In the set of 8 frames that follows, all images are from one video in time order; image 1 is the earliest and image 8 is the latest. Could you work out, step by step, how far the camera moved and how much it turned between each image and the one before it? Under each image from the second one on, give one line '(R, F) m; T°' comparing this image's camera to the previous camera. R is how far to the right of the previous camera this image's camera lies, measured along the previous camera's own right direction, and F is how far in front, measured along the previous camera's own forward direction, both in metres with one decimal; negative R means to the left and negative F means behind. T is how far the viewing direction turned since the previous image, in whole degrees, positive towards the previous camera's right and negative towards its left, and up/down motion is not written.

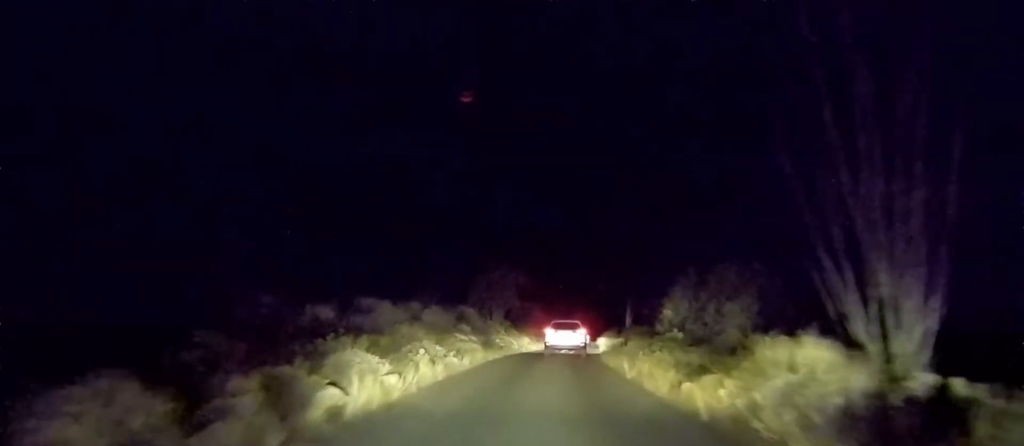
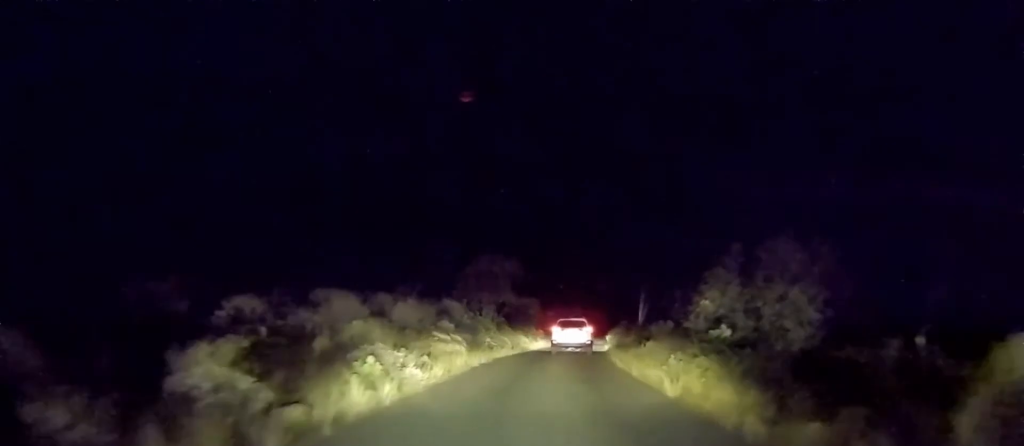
(0.0, +4.2) m; 0°
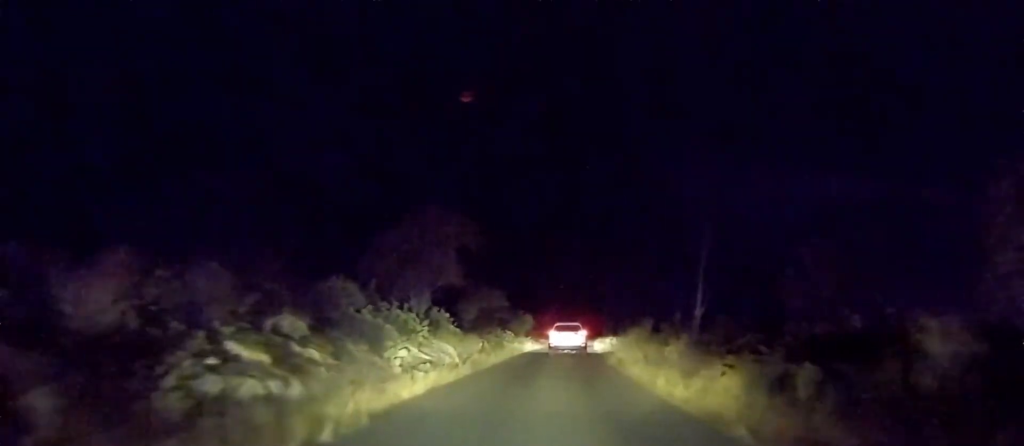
(0.0, +12.5) m; 0°
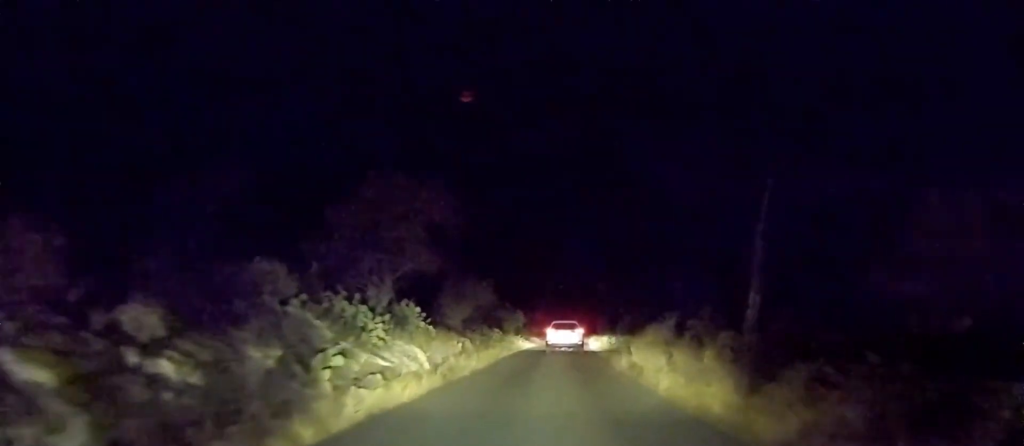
(-0.1, +3.7) m; -1°
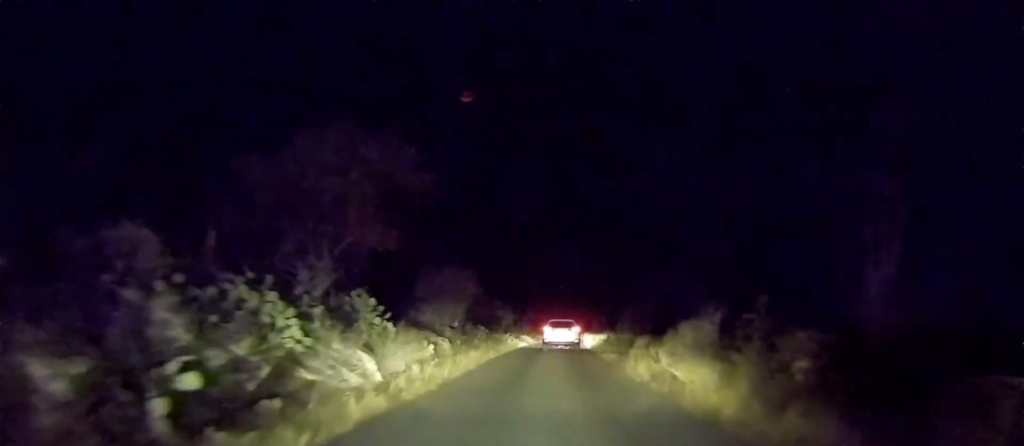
(0.0, +3.7) m; +3°
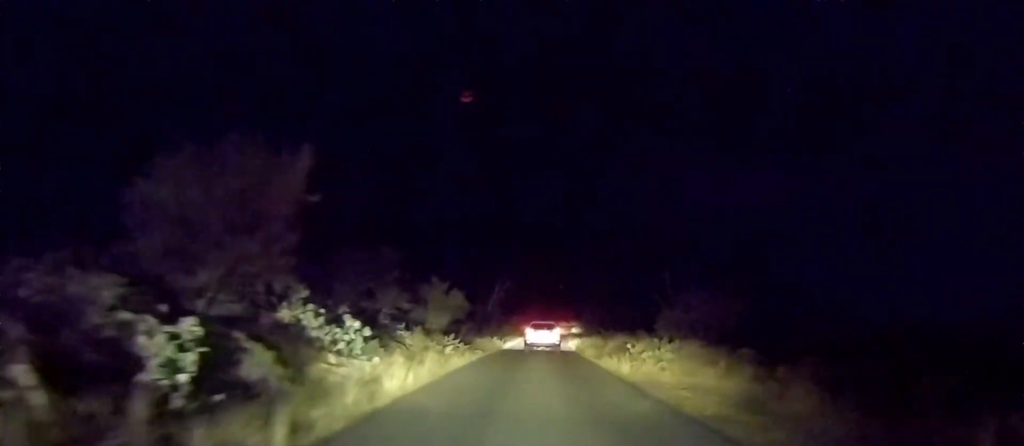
(+0.9, +16.6) m; +5°
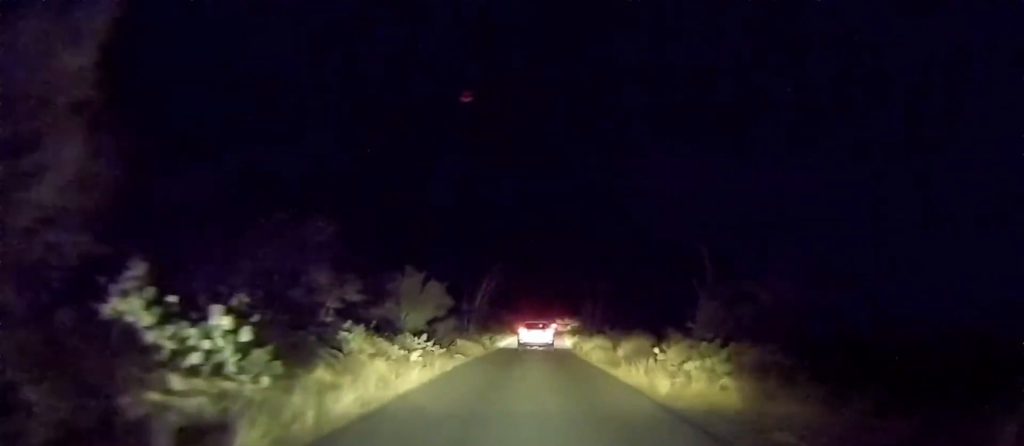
(+0.6, +4.7) m; 0°
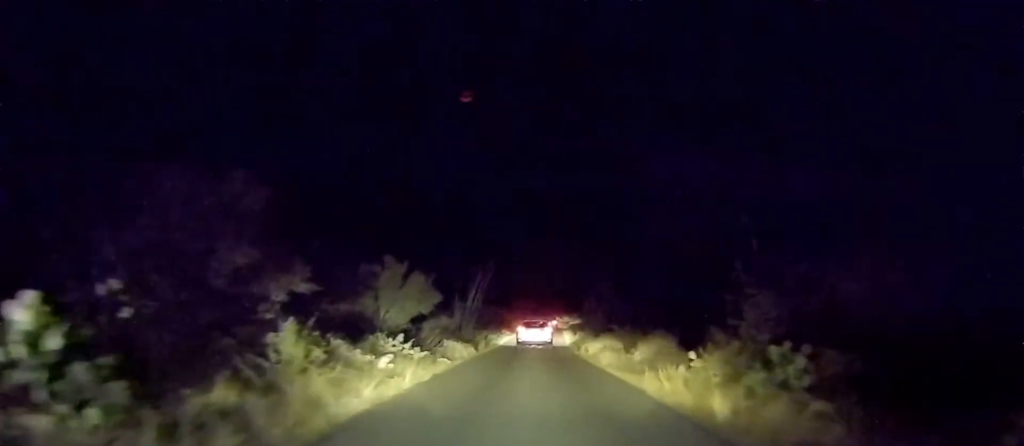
(+0.1, +3.1) m; 0°
